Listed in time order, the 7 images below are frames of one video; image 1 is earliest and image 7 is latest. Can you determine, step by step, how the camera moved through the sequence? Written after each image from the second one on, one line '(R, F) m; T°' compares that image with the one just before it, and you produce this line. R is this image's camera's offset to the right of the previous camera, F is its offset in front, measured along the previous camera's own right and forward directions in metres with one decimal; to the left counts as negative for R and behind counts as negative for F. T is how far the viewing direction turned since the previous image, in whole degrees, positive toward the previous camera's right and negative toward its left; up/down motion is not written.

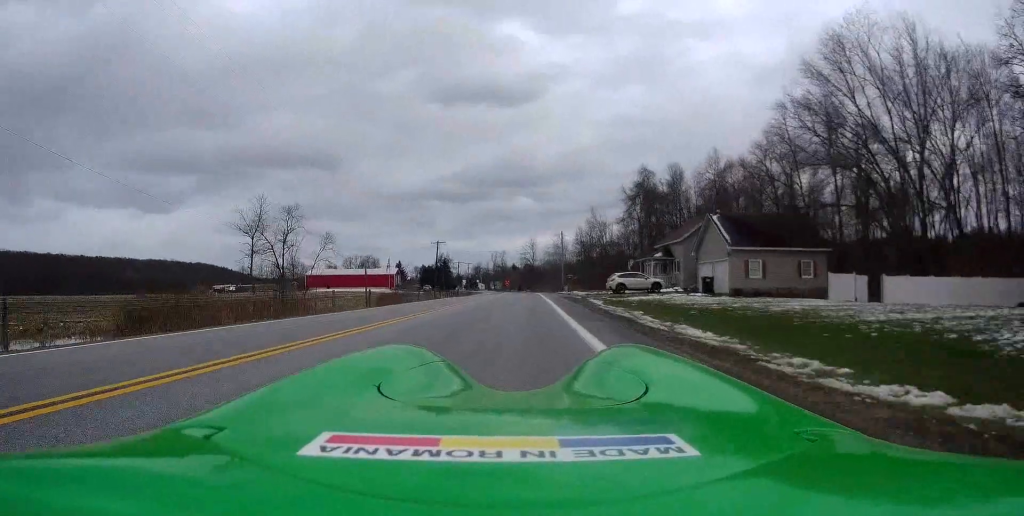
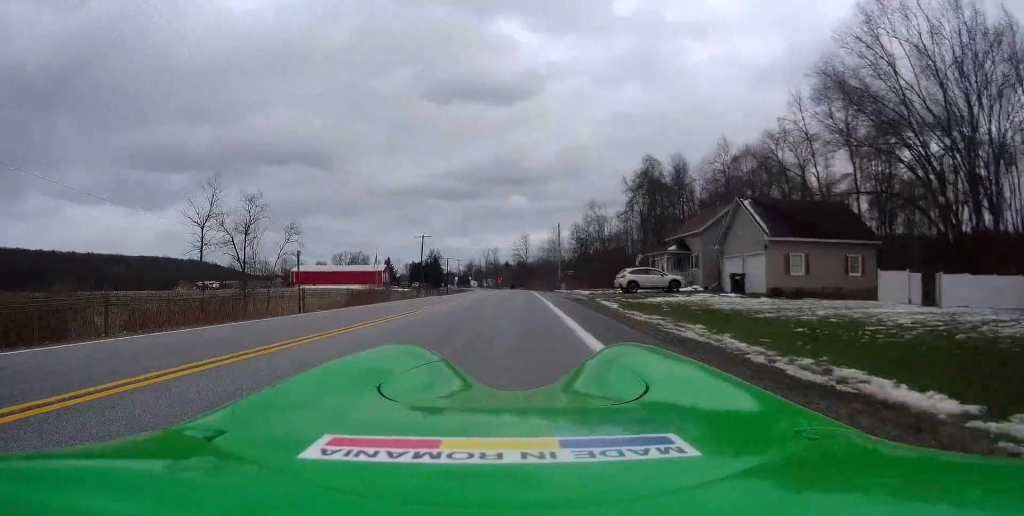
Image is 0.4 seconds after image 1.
(-0.1, +7.7) m; 0°
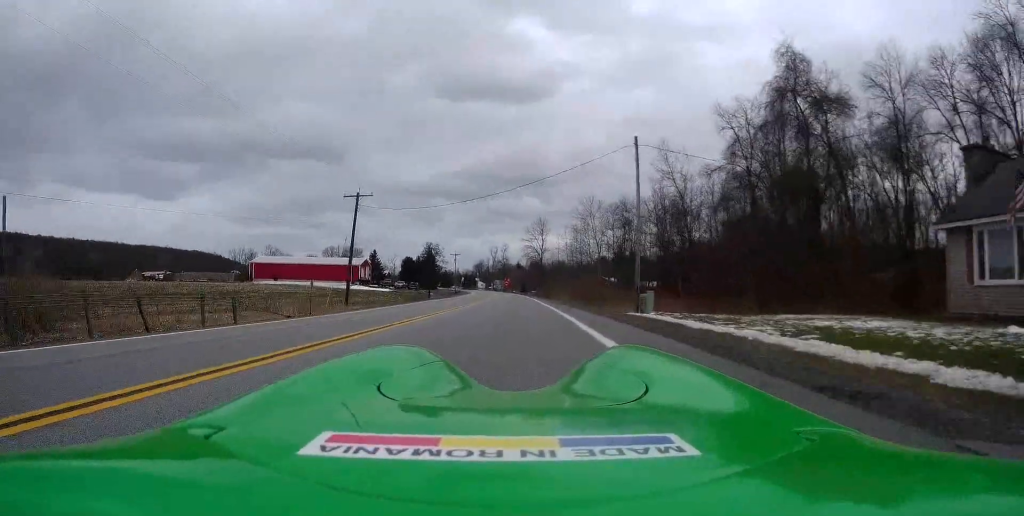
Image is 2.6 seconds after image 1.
(0.0, +39.4) m; -1°
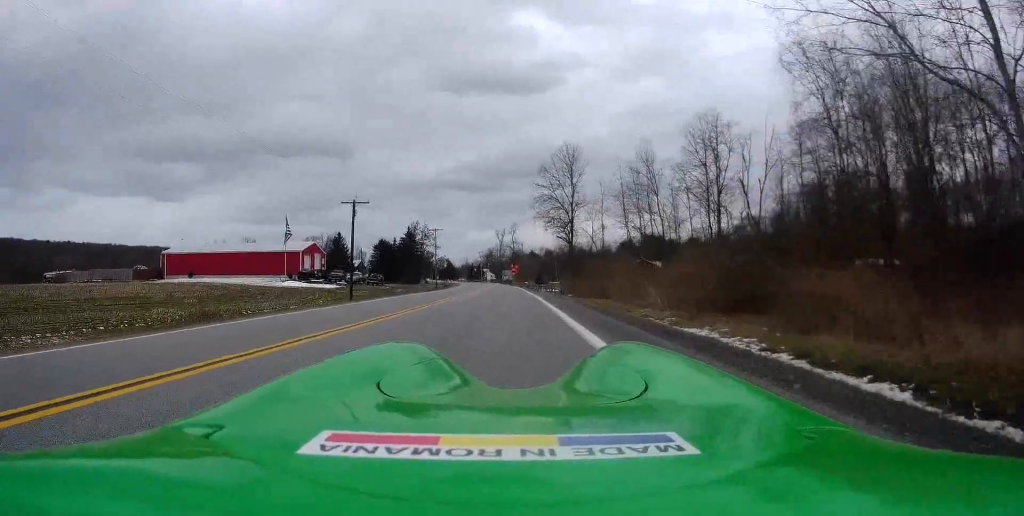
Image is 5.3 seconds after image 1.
(0.0, +48.0) m; +1°
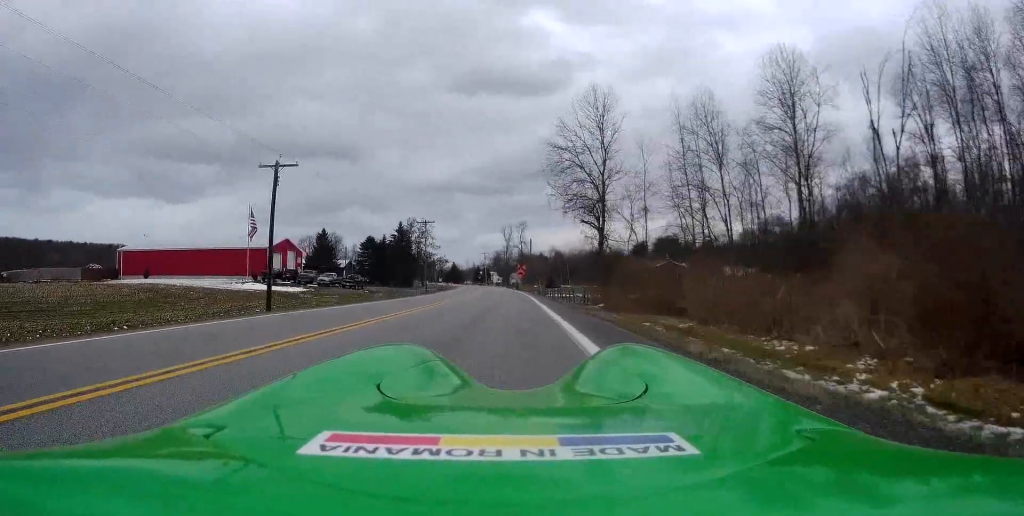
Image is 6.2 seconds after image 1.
(-0.4, +16.8) m; -2°
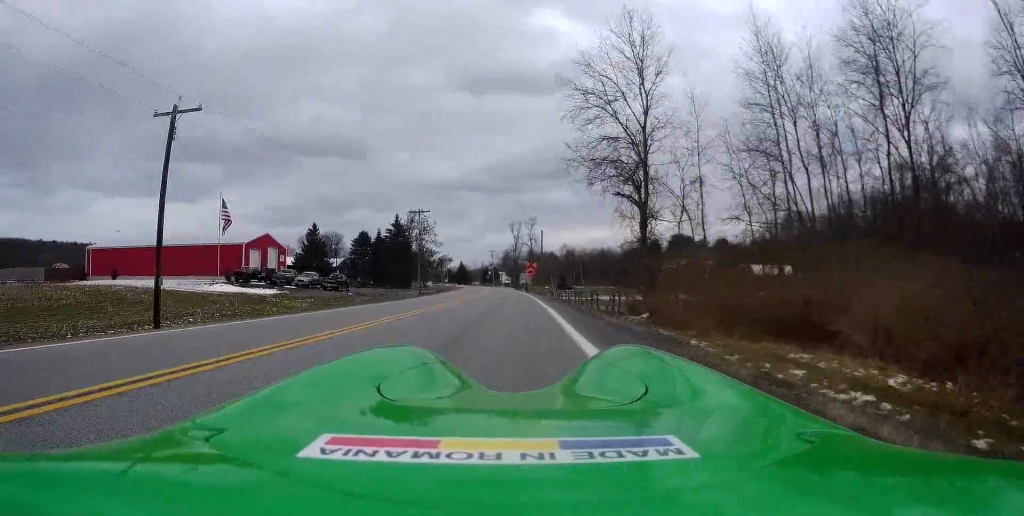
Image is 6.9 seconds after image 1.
(-0.2, +11.0) m; -1°
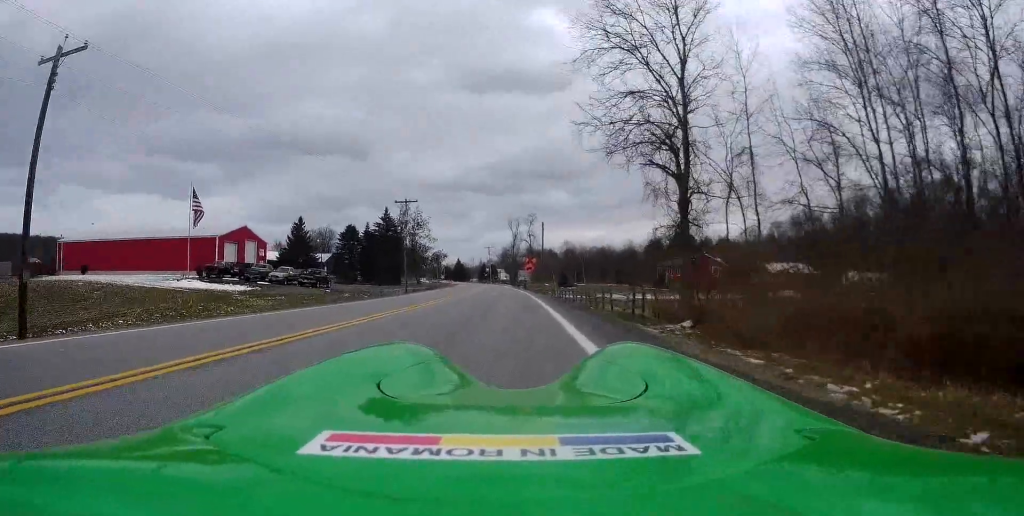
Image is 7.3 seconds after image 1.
(0.0, +7.3) m; 0°
